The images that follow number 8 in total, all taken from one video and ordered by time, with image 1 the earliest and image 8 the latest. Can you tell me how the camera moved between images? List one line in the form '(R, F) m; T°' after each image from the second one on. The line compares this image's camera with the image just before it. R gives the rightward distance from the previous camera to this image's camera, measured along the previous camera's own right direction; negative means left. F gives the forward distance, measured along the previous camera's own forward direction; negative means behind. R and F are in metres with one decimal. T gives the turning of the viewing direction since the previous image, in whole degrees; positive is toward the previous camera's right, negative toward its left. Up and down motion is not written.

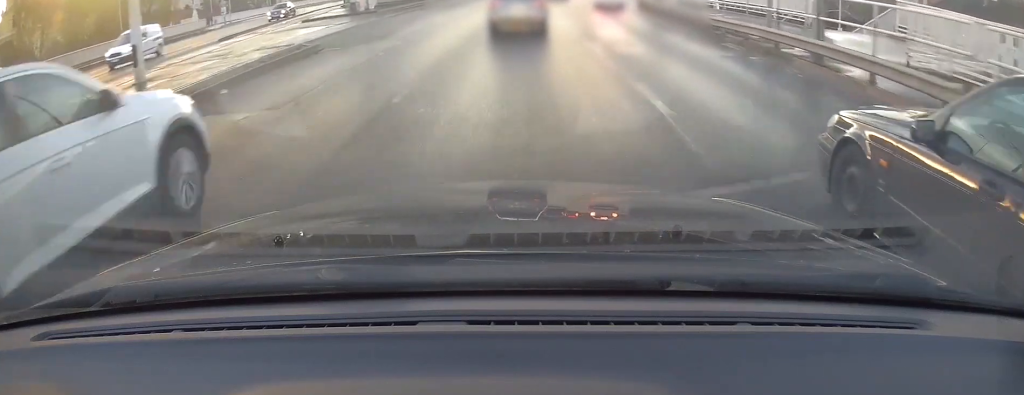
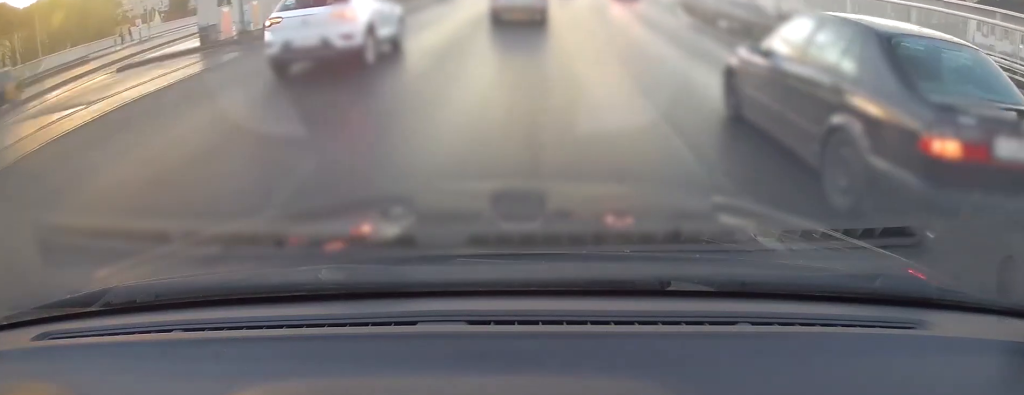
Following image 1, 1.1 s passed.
(+0.2, +15.4) m; +2°
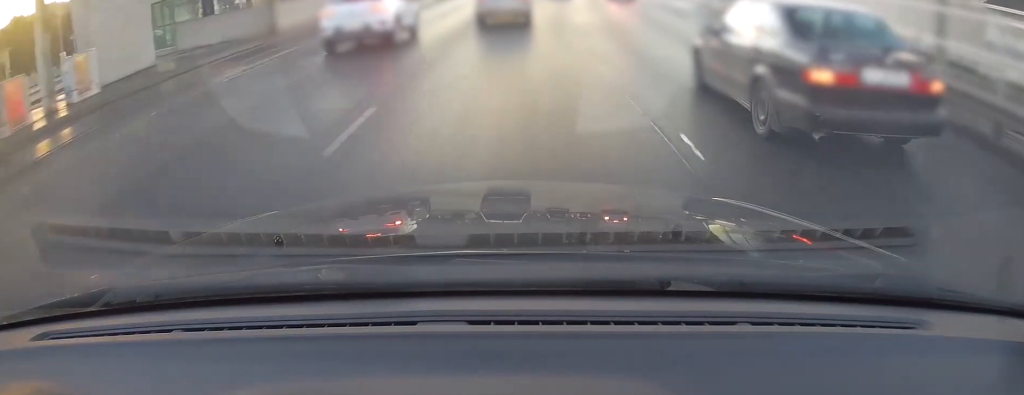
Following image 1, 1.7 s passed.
(+0.1, +9.2) m; +1°
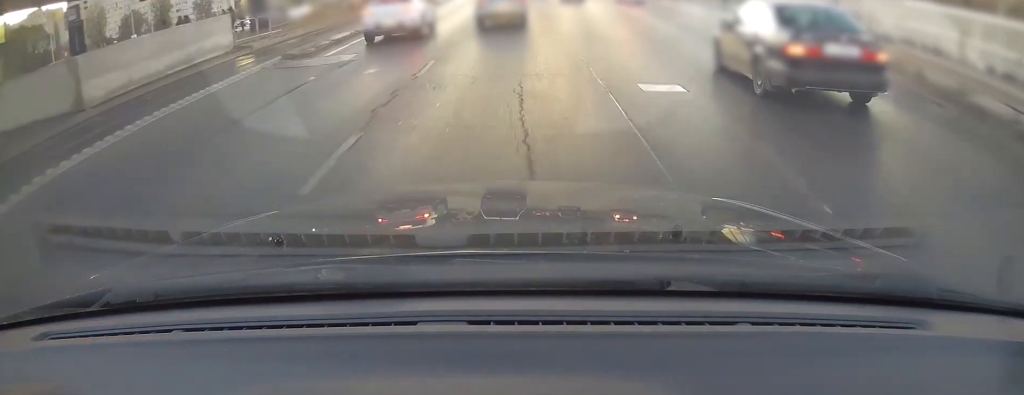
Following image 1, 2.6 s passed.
(+0.1, +12.3) m; 0°
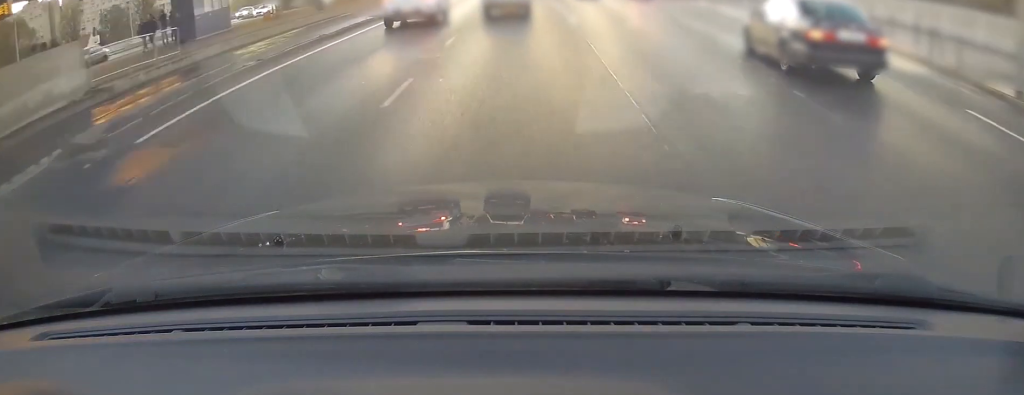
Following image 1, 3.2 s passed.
(-0.1, +9.4) m; 0°
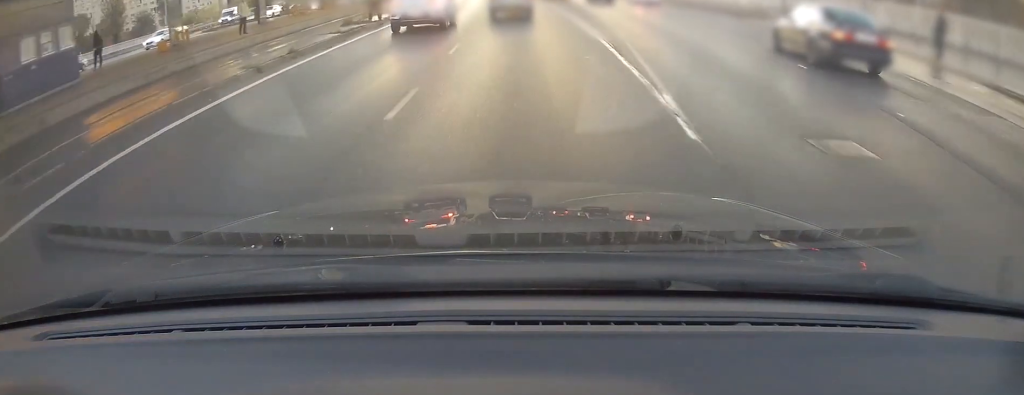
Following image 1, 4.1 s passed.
(+0.1, +13.7) m; 0°
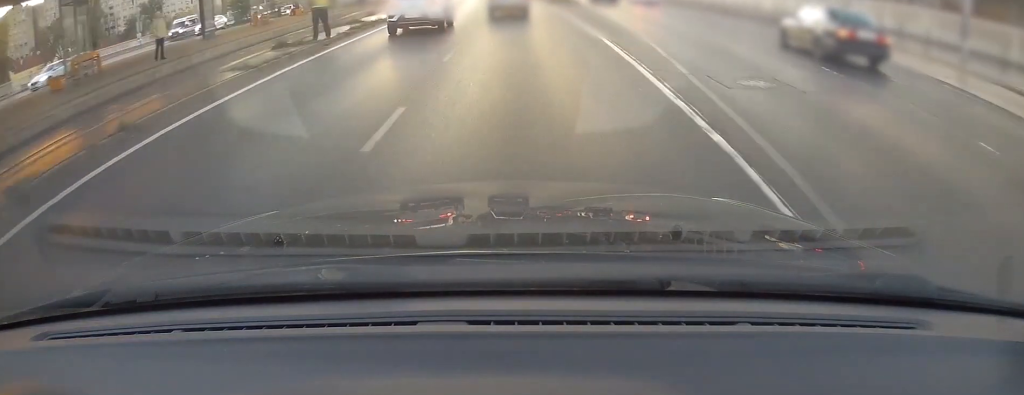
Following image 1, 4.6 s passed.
(0.0, +7.2) m; -1°
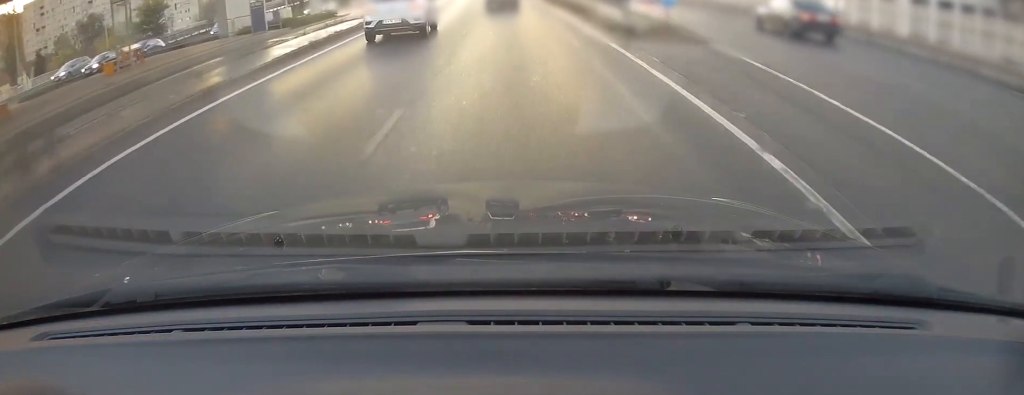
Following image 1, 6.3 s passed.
(-0.7, +22.5) m; -3°
